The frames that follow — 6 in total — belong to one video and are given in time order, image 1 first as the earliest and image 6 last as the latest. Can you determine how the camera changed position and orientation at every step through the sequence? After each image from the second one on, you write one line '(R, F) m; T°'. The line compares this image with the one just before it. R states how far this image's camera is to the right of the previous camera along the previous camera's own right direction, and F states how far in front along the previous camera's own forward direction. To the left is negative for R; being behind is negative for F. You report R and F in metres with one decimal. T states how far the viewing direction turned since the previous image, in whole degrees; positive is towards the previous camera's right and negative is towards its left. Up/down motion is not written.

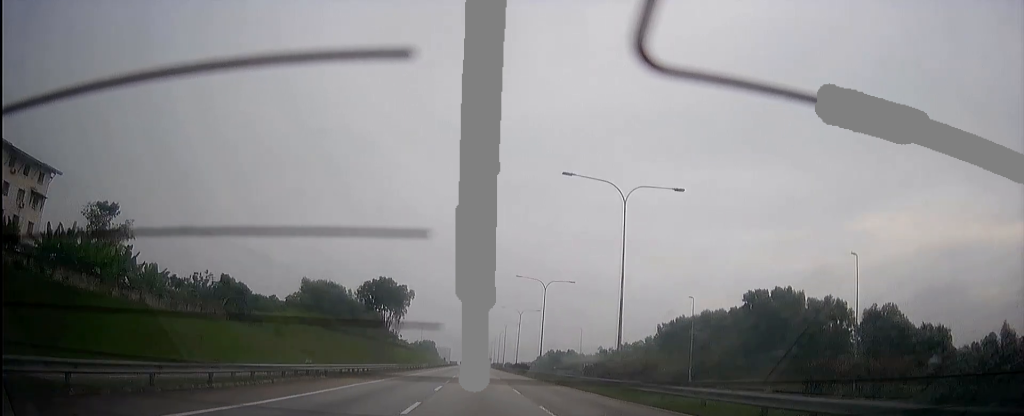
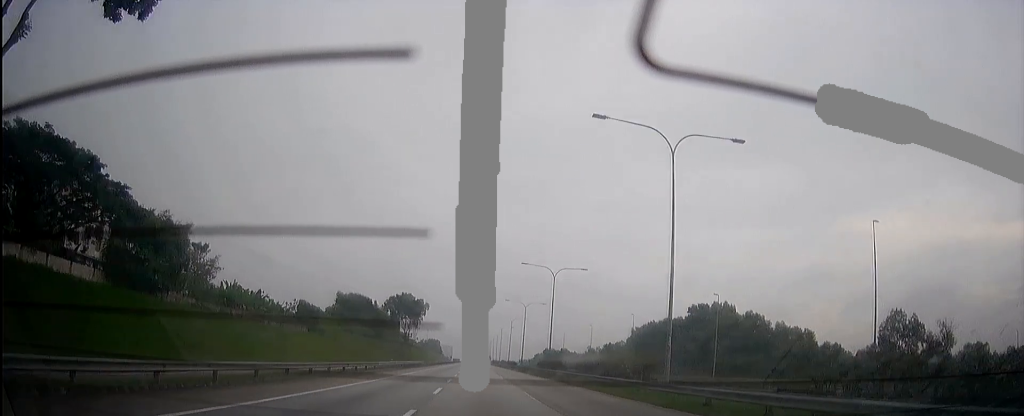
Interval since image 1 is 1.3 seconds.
(0.0, +33.2) m; 0°
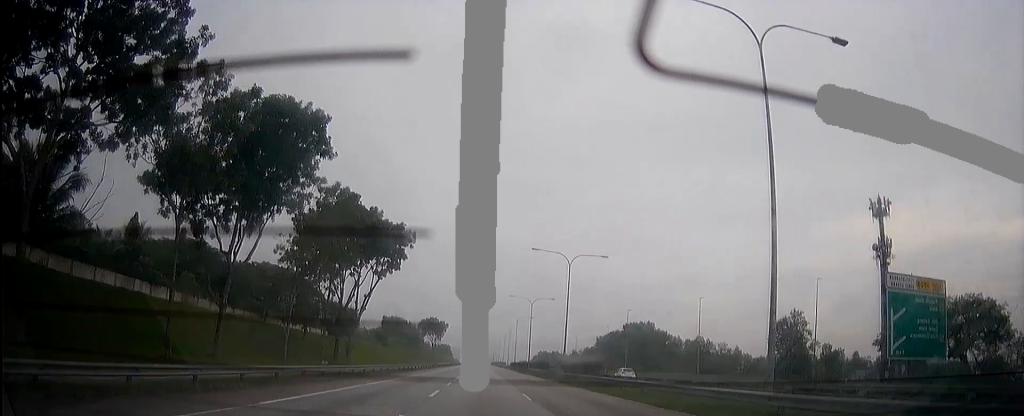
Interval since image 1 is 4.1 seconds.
(+0.6, +70.3) m; +1°
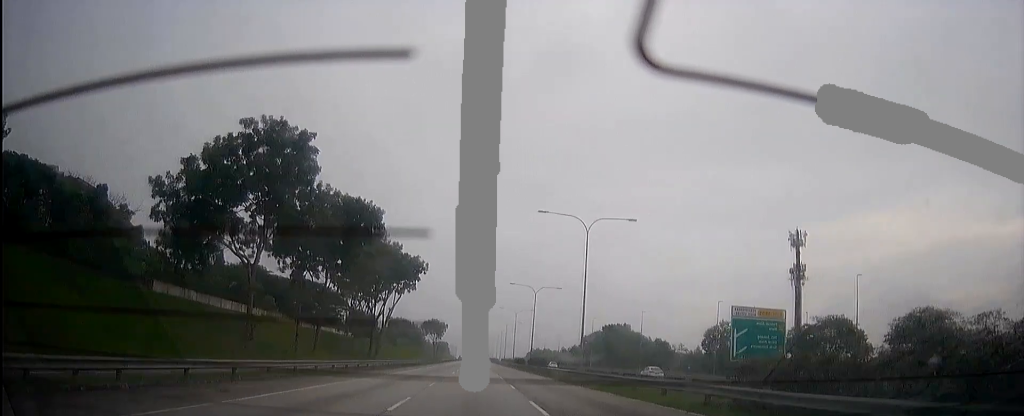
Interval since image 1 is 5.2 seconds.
(0.0, +27.2) m; 0°
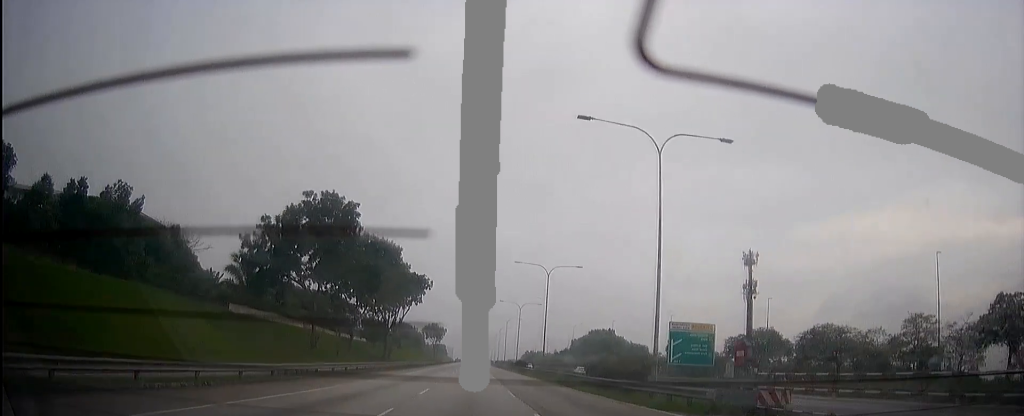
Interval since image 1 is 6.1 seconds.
(-0.1, +23.1) m; 0°
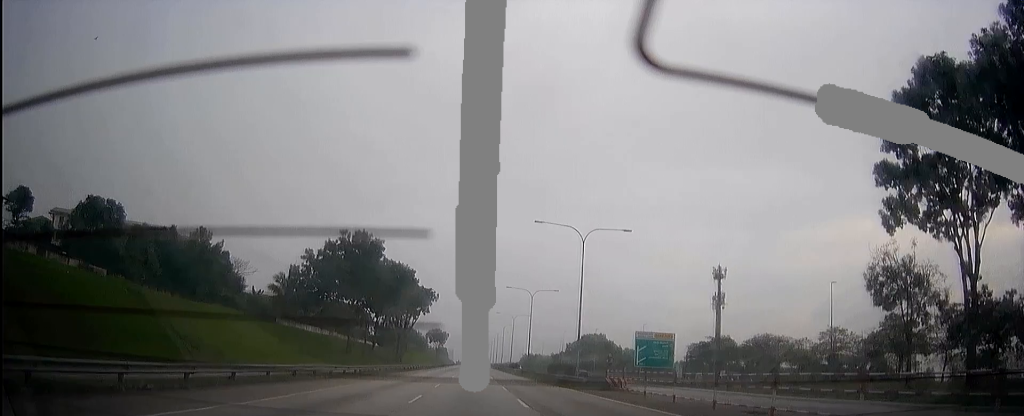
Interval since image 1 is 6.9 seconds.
(-0.1, +19.1) m; 0°
